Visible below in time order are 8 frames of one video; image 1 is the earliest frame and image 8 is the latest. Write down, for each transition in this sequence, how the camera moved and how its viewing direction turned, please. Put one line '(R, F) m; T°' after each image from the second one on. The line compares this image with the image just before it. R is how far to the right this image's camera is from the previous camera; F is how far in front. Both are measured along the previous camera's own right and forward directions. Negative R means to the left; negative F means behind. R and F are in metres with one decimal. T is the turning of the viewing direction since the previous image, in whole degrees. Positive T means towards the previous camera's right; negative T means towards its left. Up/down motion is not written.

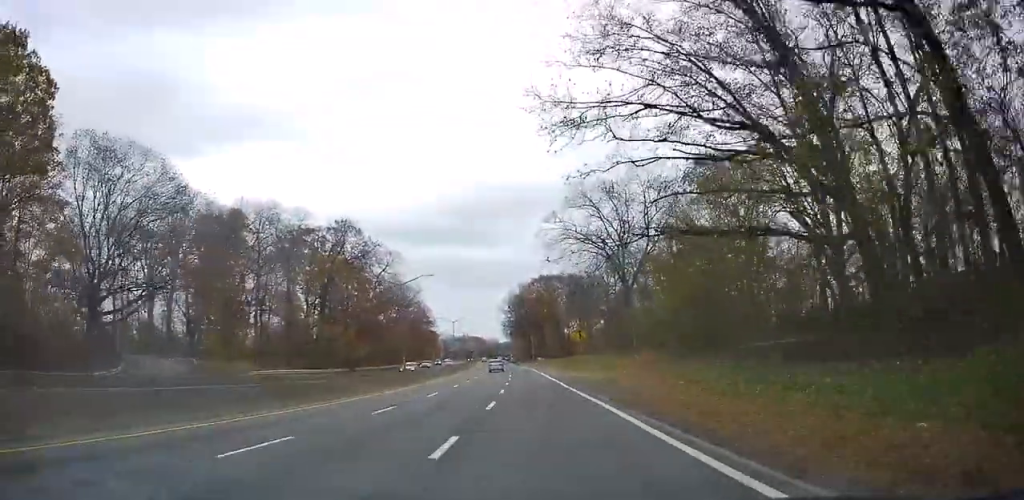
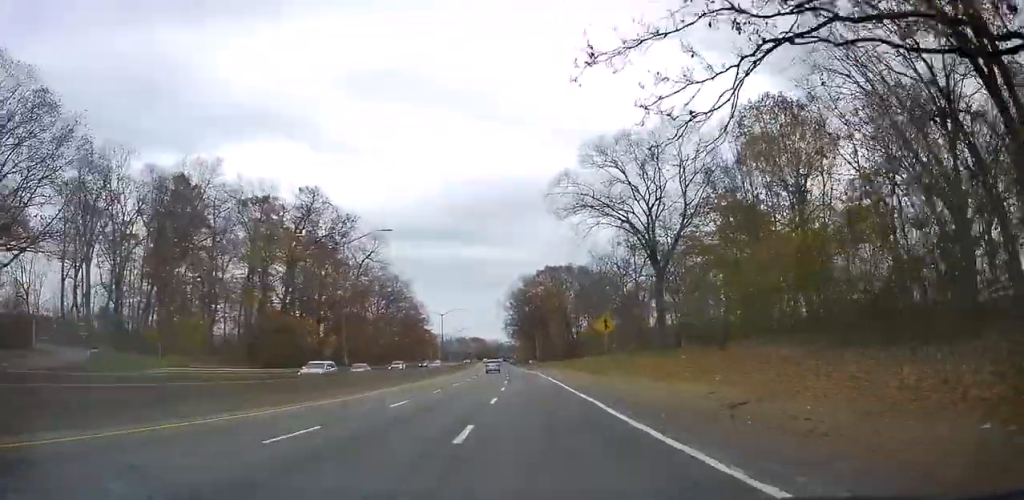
(-0.2, +17.3) m; -1°
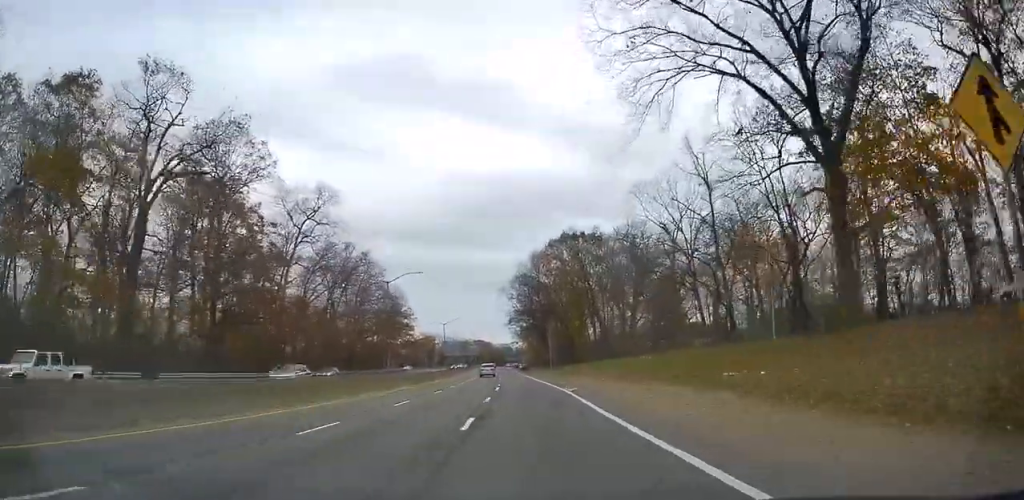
(-0.2, +38.2) m; 0°
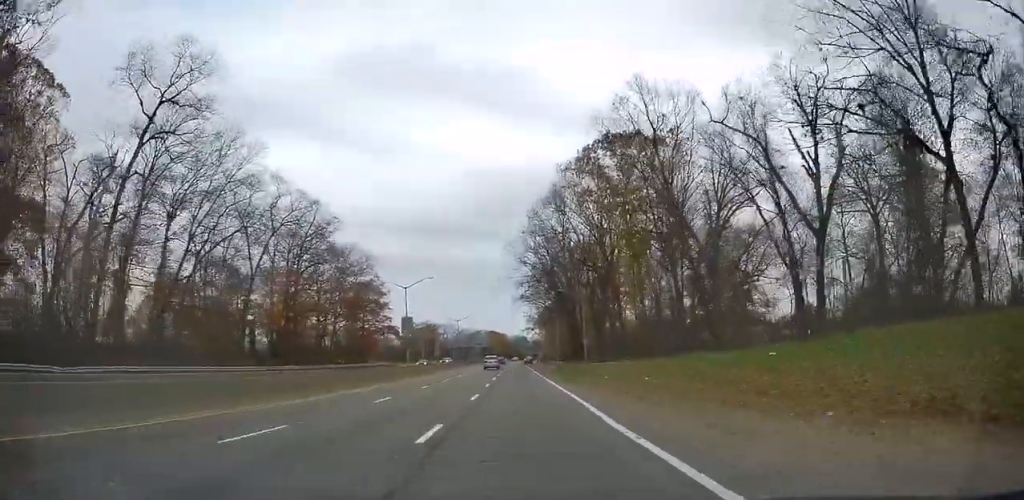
(+0.2, +43.3) m; -1°
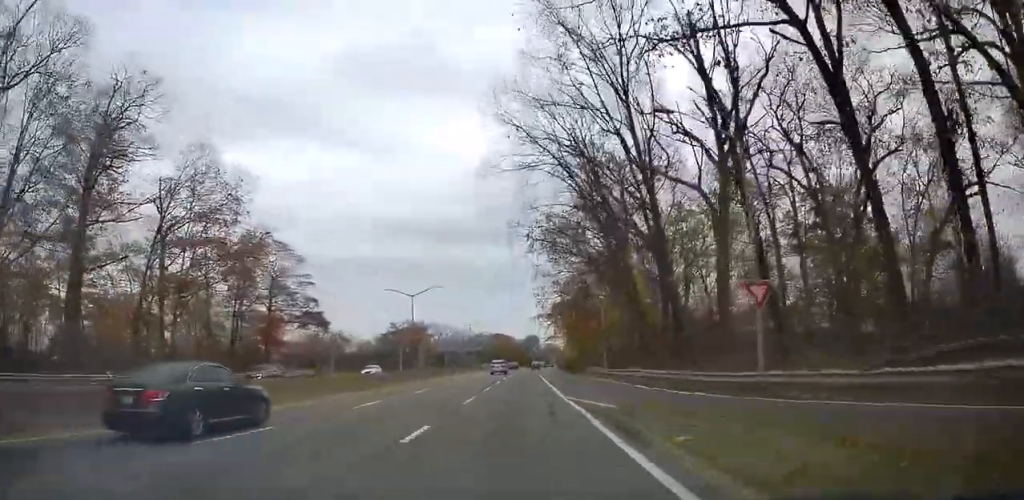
(-1.5, +52.1) m; -3°
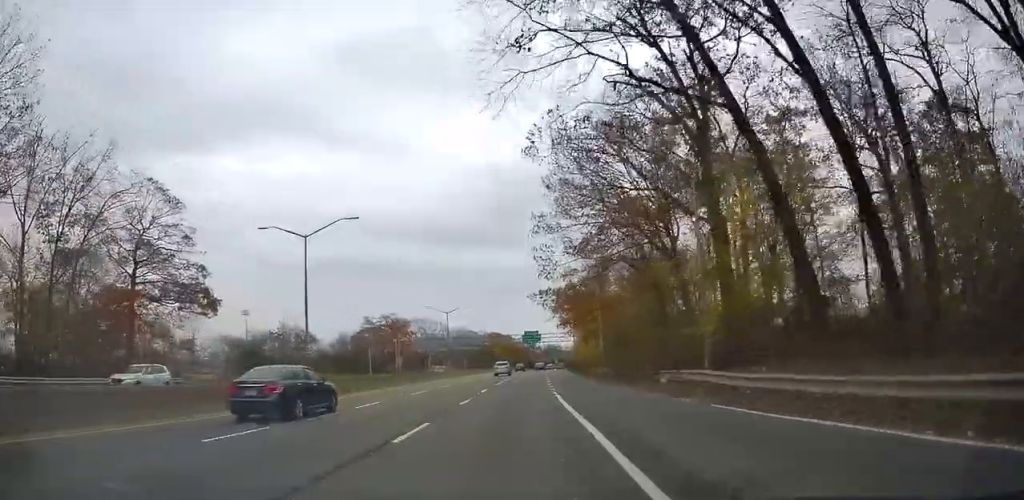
(-0.3, +29.8) m; 0°
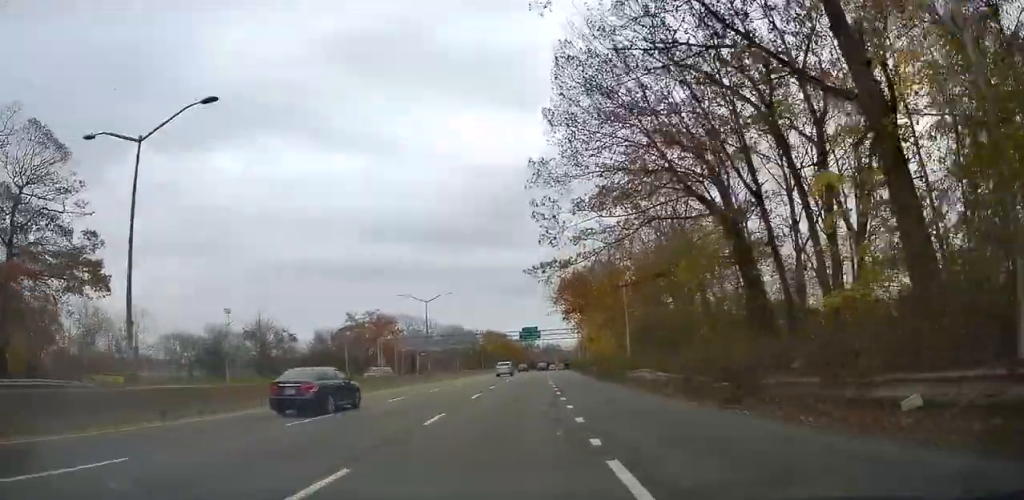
(+0.2, +15.4) m; 0°
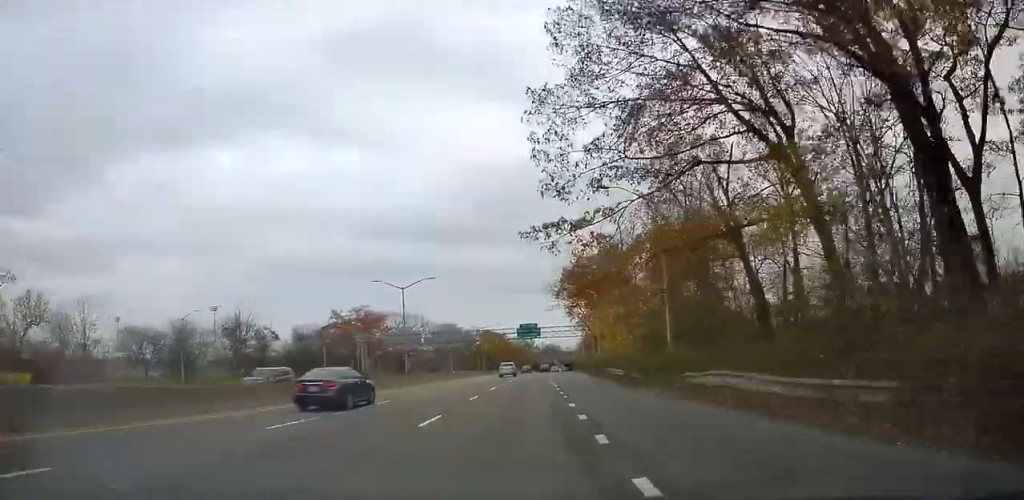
(+0.1, +11.4) m; 0°
